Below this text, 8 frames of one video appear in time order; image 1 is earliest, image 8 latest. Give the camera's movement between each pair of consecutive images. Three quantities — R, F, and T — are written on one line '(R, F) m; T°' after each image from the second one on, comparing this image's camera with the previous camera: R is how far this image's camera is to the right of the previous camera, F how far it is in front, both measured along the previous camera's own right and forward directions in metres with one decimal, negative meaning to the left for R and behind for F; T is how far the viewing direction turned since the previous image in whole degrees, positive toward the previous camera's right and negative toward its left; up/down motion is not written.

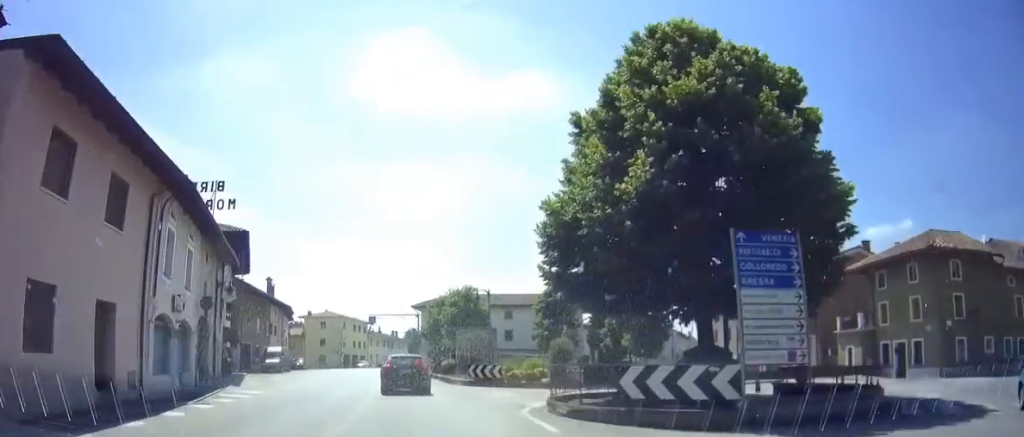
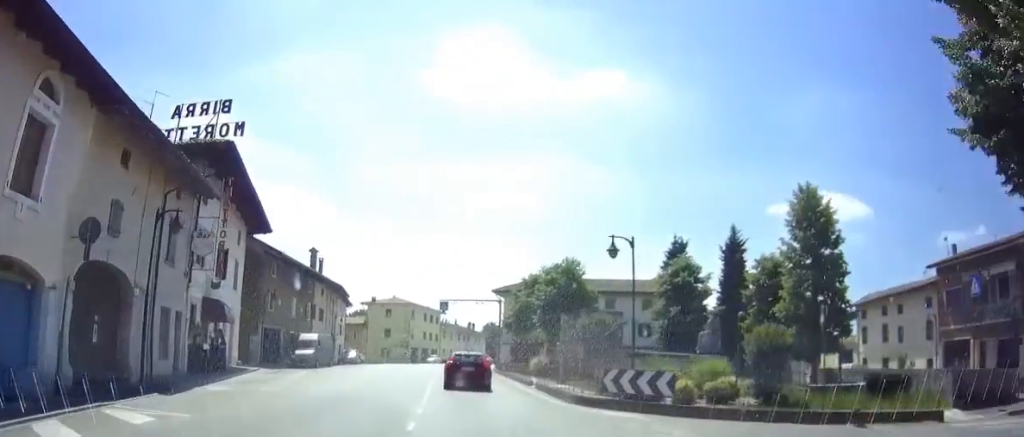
(-1.1, +12.9) m; -7°
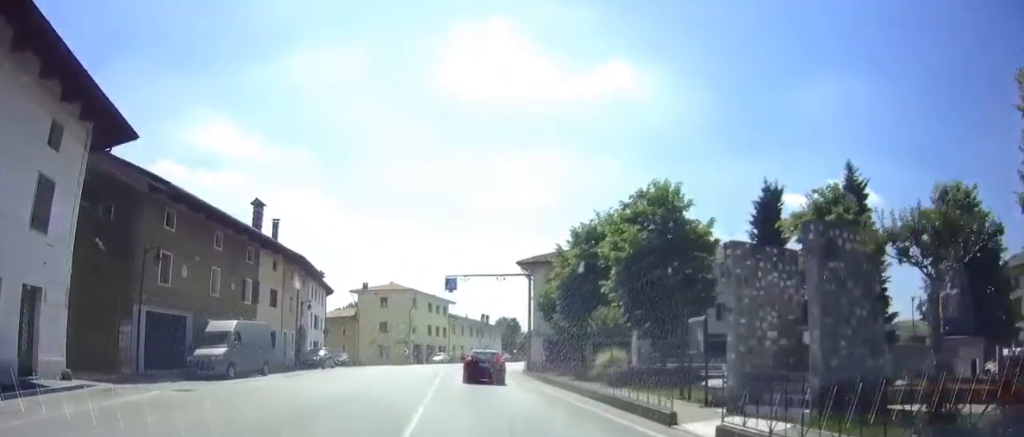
(-0.5, +16.5) m; -4°
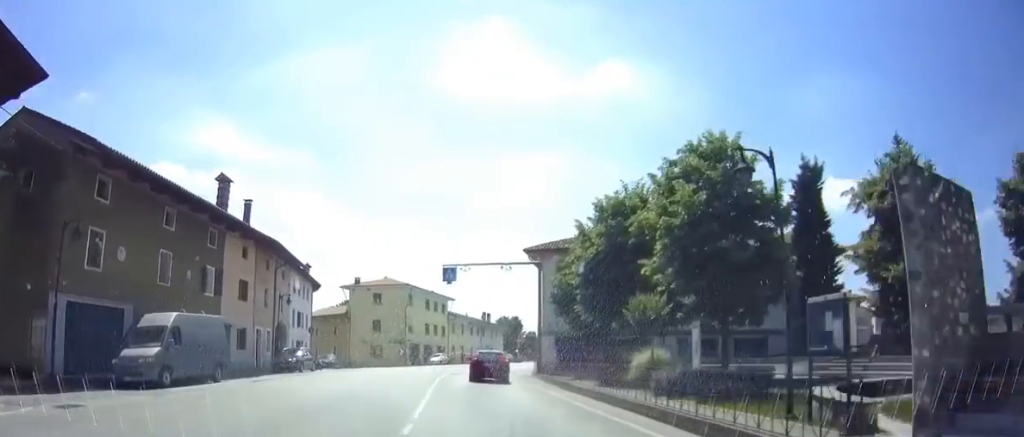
(-0.2, +4.9) m; -1°
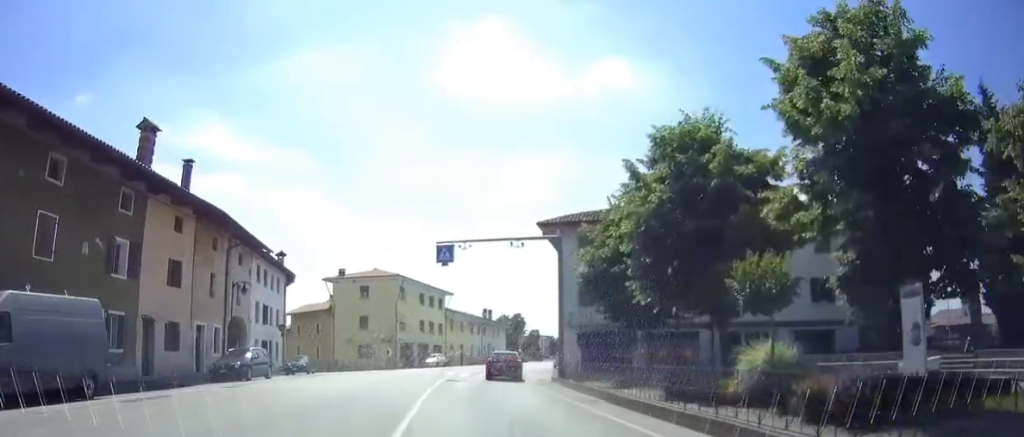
(-0.2, +8.3) m; -1°
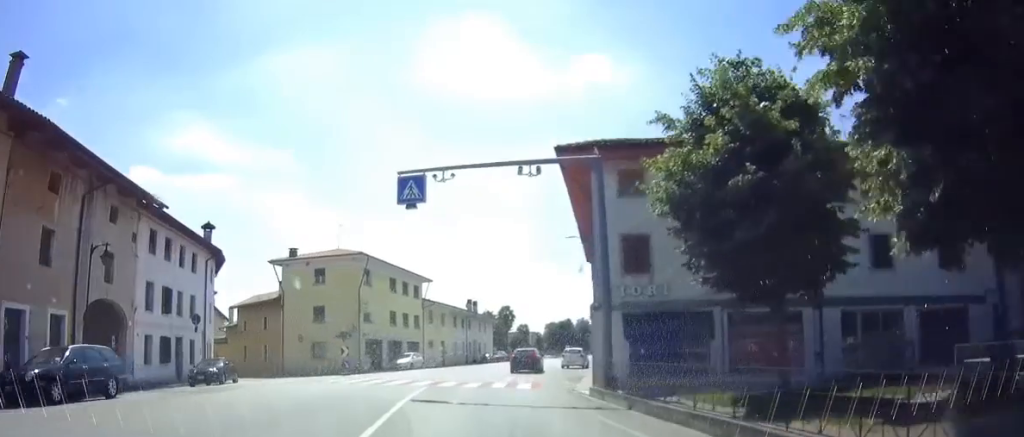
(+0.1, +11.8) m; +1°
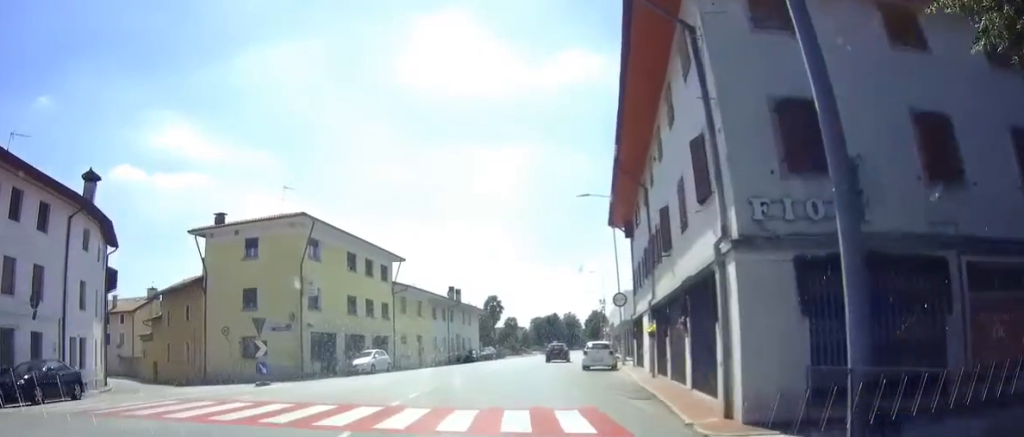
(+0.4, +12.3) m; +2°
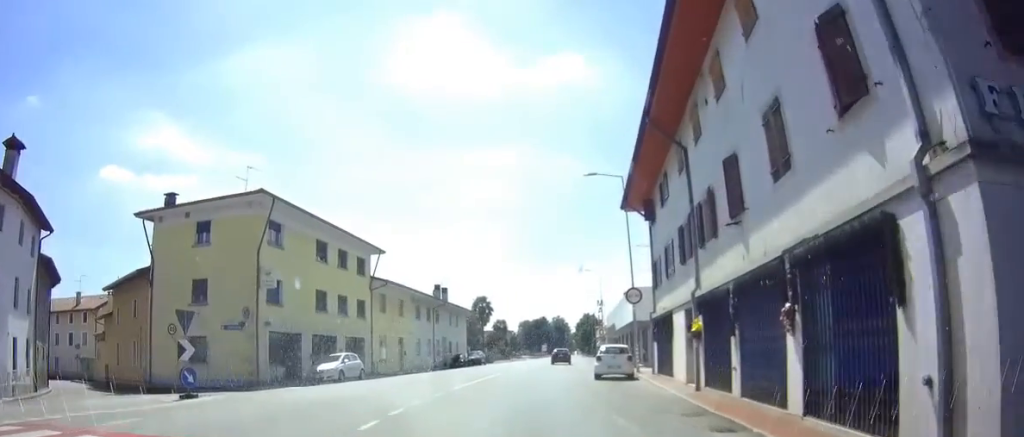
(-0.2, +5.9) m; +1°
